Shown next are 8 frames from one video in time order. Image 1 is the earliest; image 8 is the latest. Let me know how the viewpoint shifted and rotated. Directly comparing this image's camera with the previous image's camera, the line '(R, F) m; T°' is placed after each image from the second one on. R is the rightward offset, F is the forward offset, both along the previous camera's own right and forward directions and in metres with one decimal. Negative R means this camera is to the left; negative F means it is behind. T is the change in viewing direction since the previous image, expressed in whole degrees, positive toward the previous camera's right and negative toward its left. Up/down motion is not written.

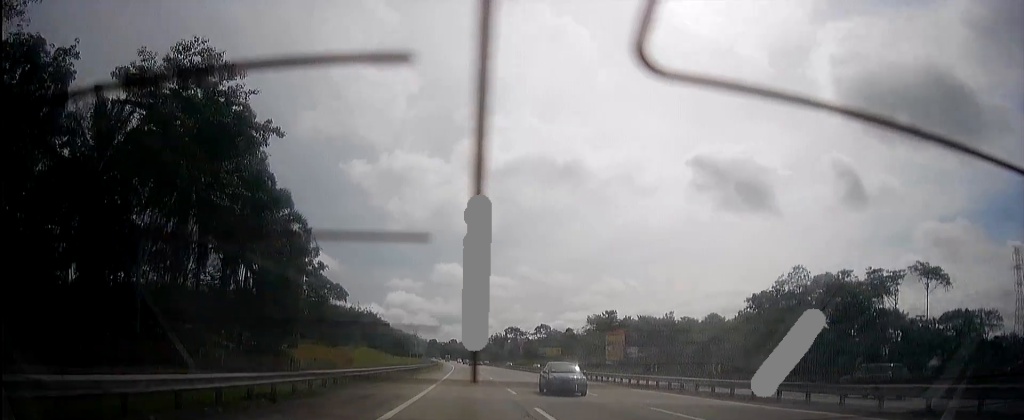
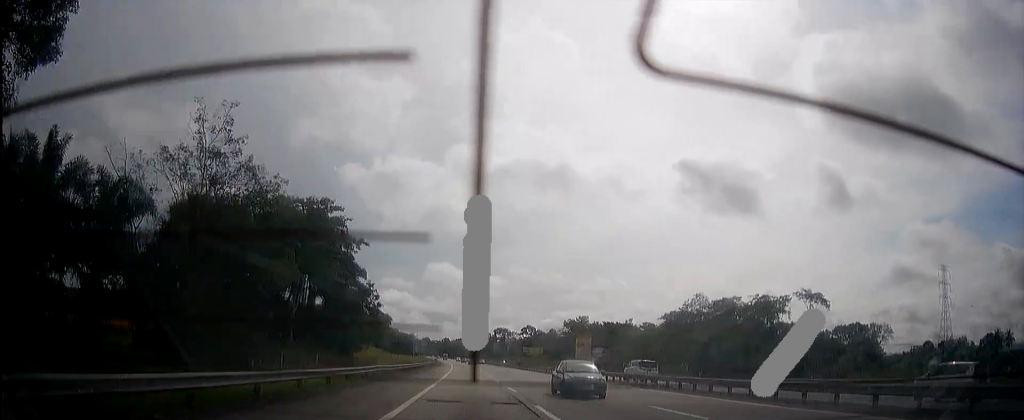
(-0.2, +36.5) m; -1°
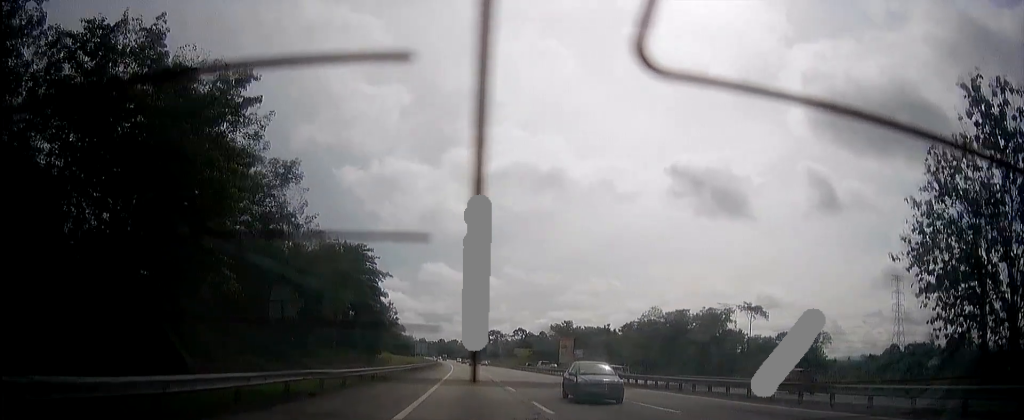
(-0.2, +26.5) m; -1°
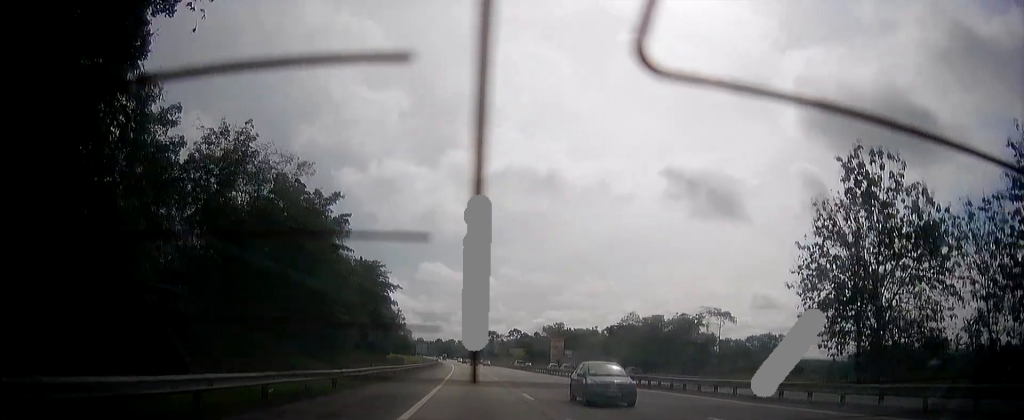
(-0.1, +18.7) m; 0°
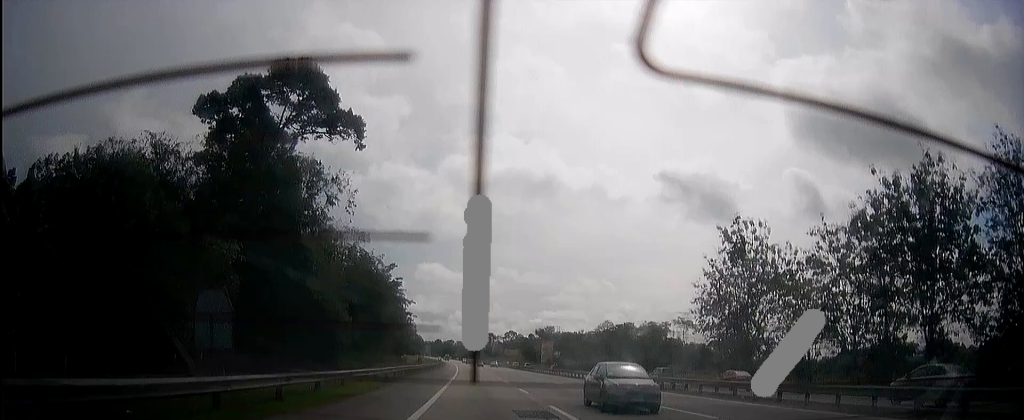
(-0.1, +26.5) m; 0°
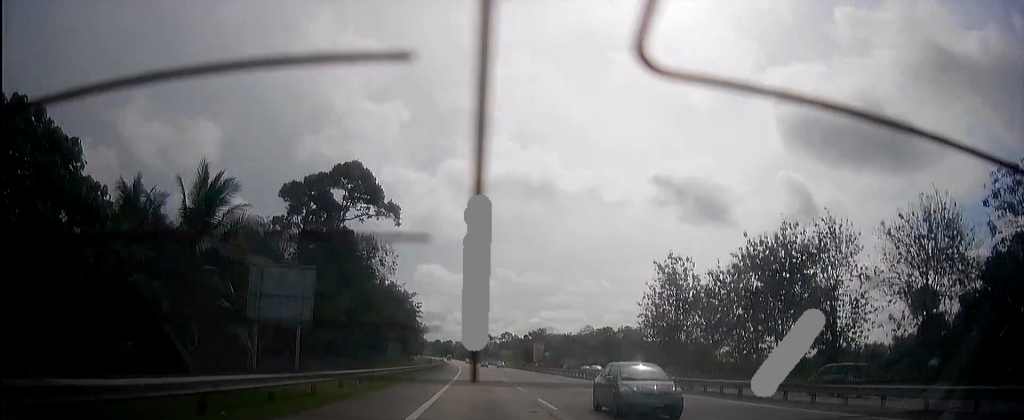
(-0.1, +28.7) m; 0°
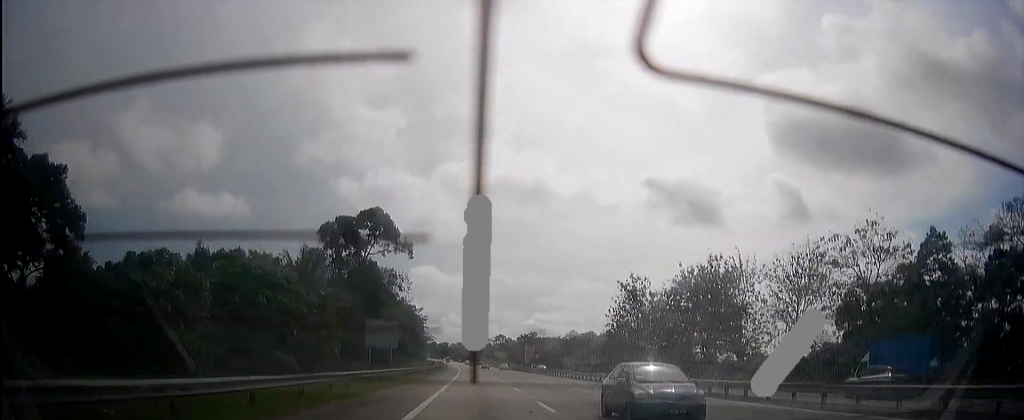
(-0.1, +23.1) m; 0°
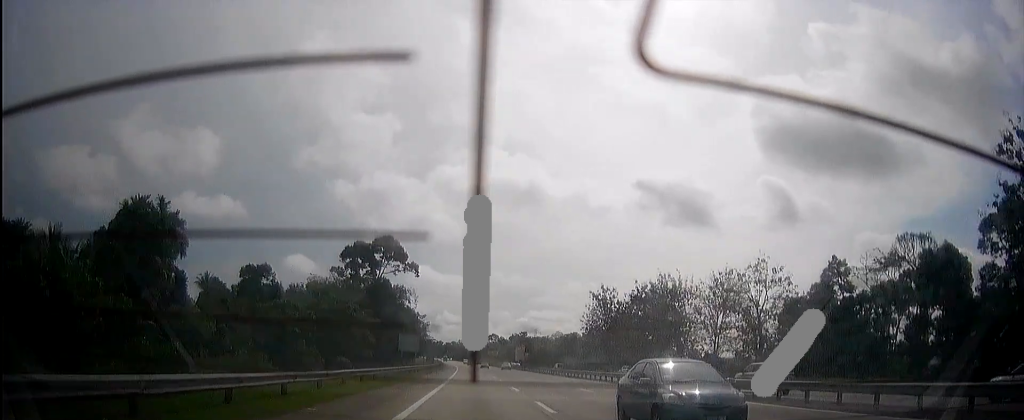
(-0.1, +22.9) m; -1°
